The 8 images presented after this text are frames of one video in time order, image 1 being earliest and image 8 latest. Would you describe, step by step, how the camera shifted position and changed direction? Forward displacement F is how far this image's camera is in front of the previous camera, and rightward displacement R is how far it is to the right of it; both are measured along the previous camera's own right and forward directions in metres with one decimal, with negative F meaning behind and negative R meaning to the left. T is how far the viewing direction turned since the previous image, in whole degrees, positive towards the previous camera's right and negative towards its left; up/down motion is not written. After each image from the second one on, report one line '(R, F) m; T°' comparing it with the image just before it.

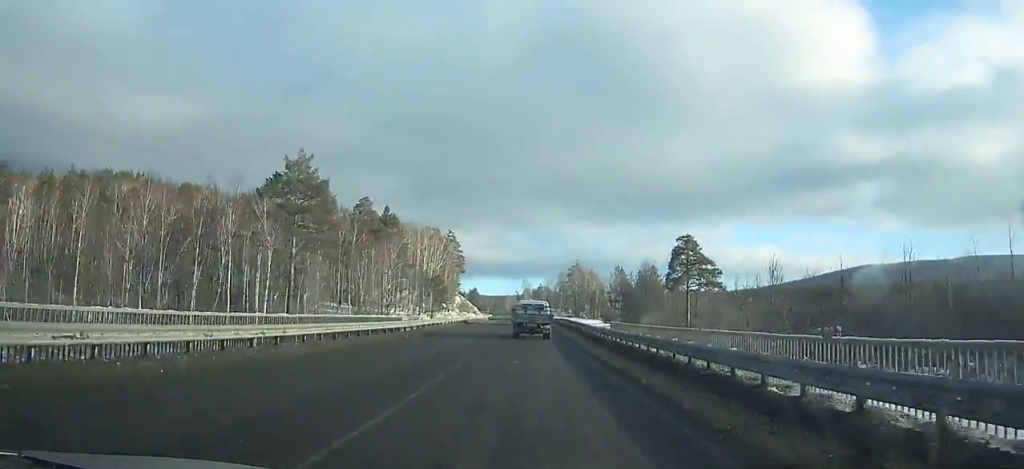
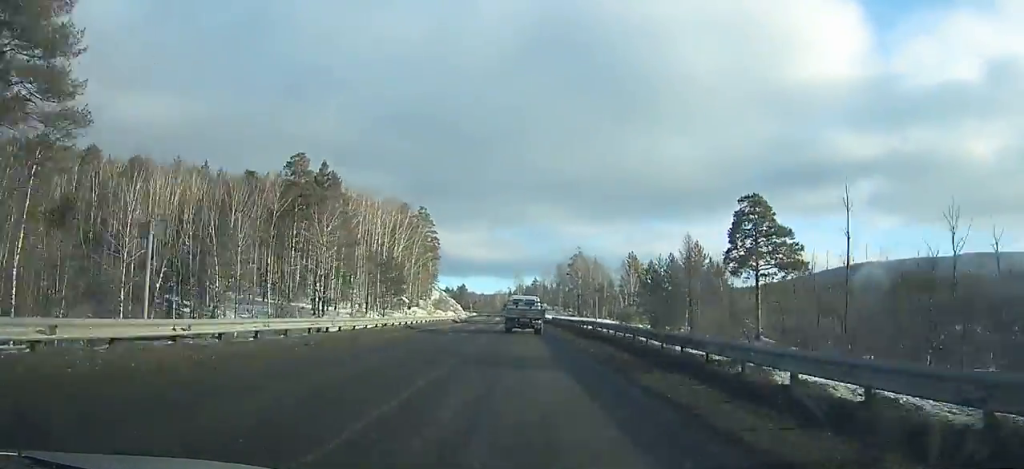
(-0.1, +35.8) m; 0°
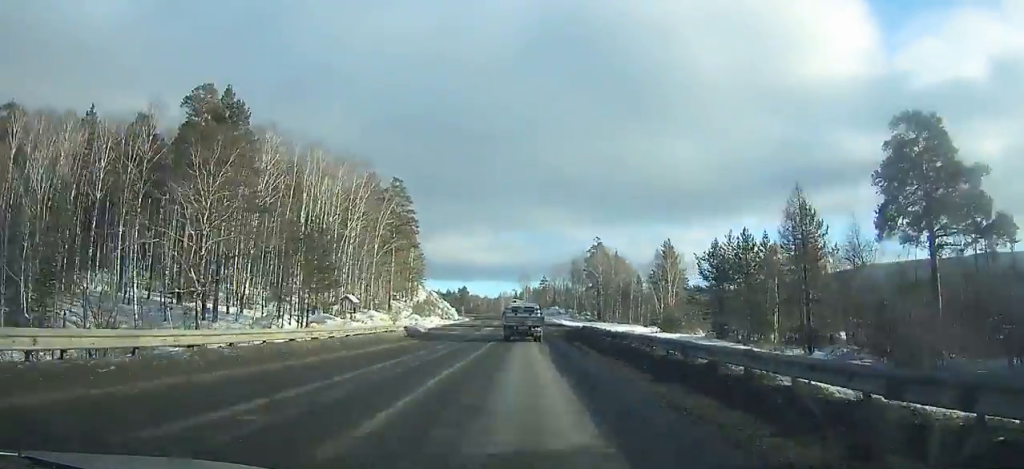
(-0.1, +31.9) m; 0°
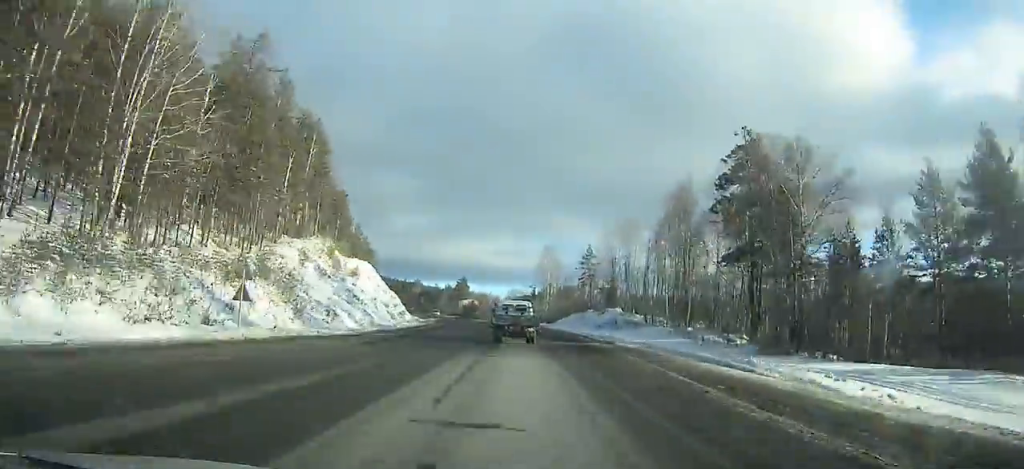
(-0.9, +92.2) m; -3°
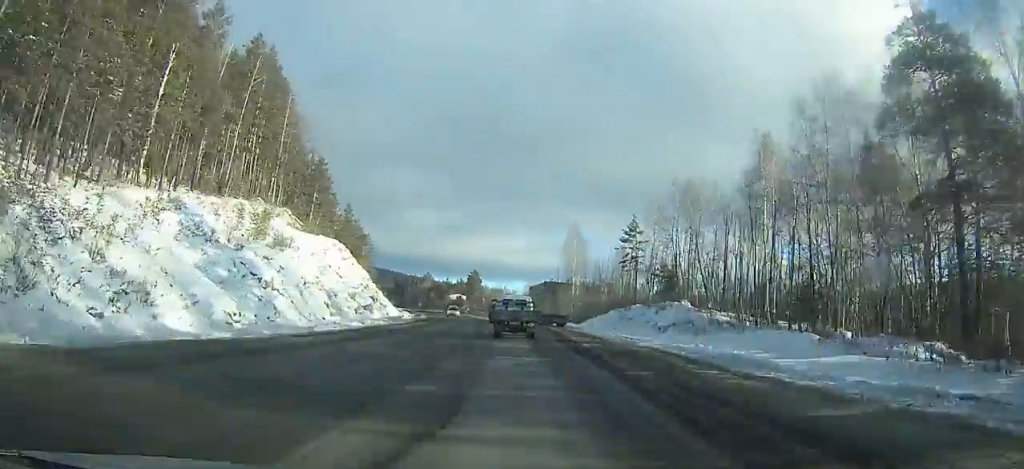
(-0.4, +26.0) m; -2°
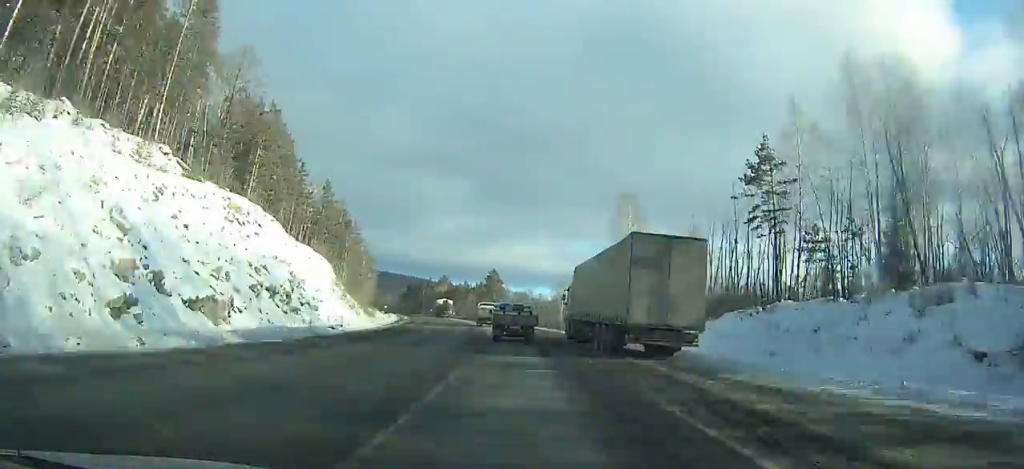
(-0.5, +34.2) m; -3°
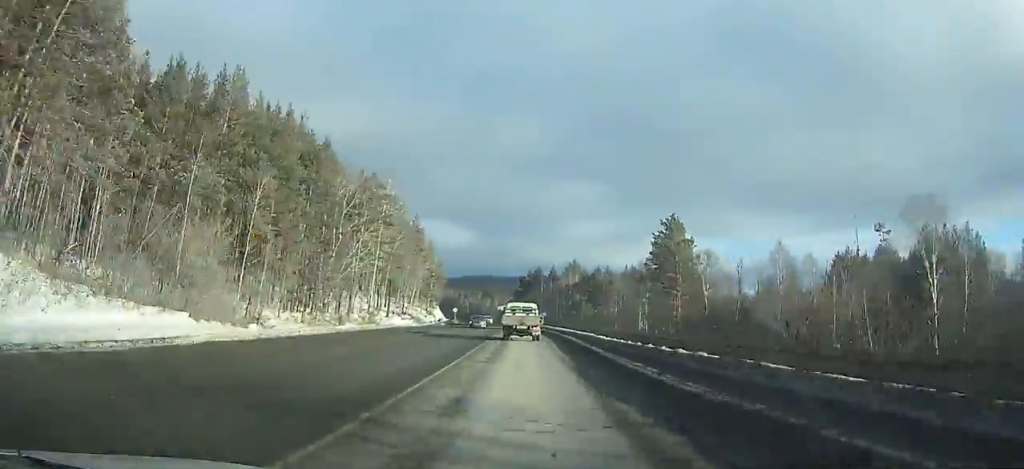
(-10.5, +102.8) m; -11°
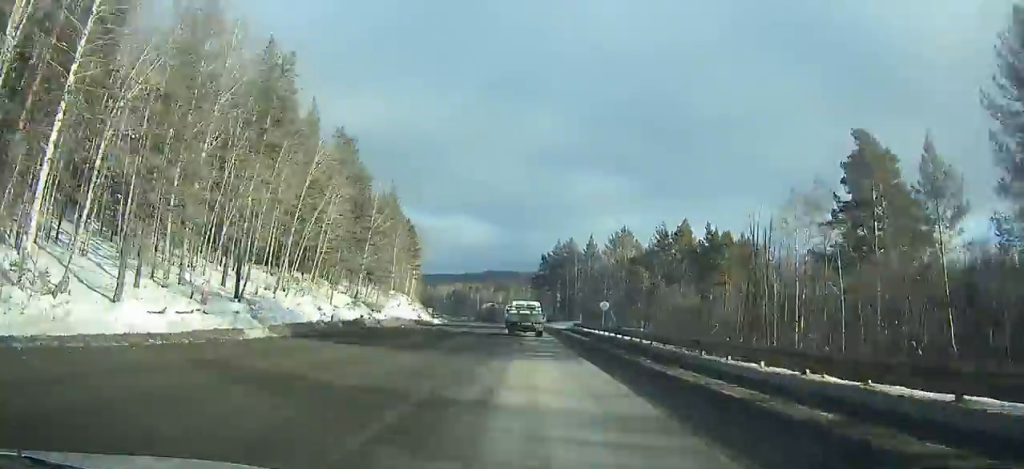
(-2.8, +64.4) m; -4°
